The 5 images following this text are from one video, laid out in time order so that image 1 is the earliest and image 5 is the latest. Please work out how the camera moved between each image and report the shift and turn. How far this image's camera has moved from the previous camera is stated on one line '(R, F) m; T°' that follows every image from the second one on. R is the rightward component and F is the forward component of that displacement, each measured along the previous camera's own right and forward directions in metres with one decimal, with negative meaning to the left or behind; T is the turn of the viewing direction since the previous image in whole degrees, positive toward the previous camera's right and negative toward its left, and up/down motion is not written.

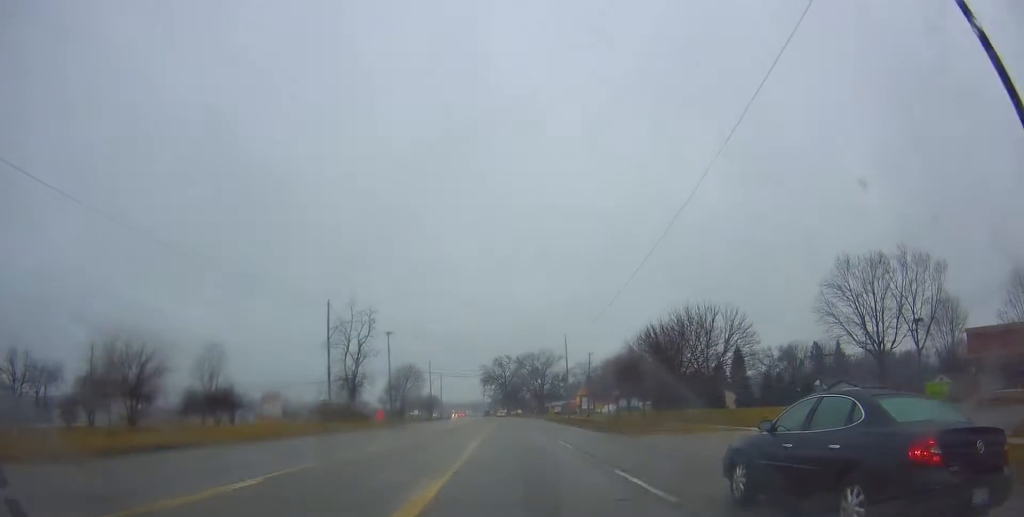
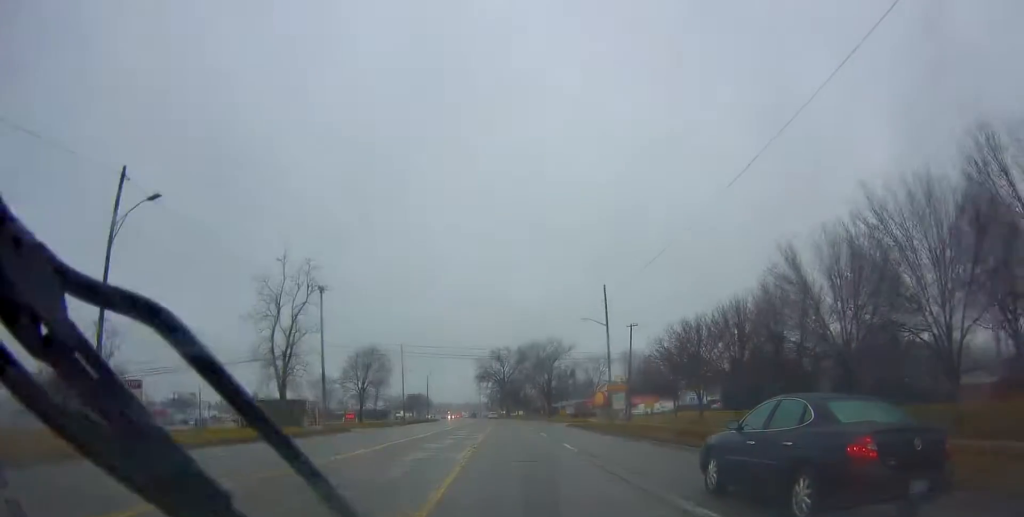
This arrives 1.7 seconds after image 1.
(0.0, +34.3) m; 0°
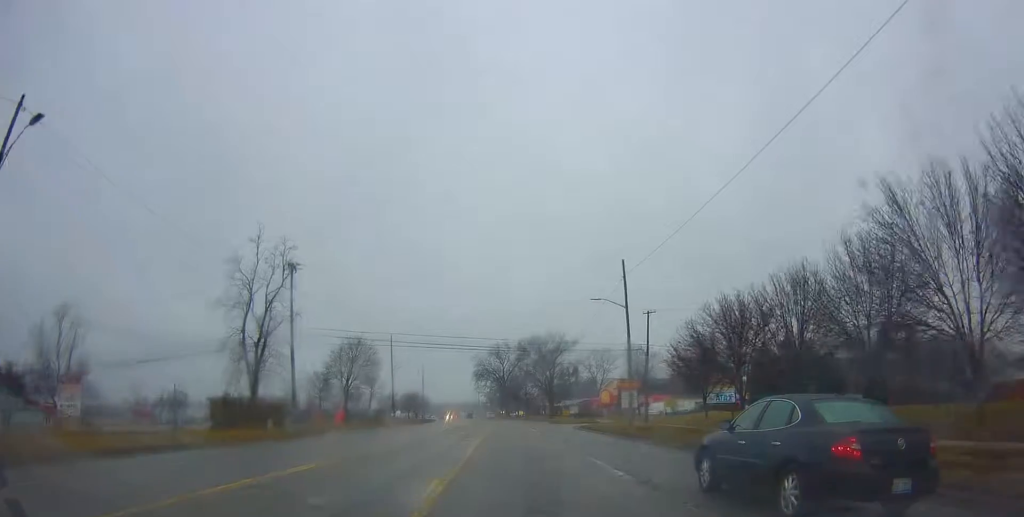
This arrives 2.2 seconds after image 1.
(0.0, +8.5) m; 0°
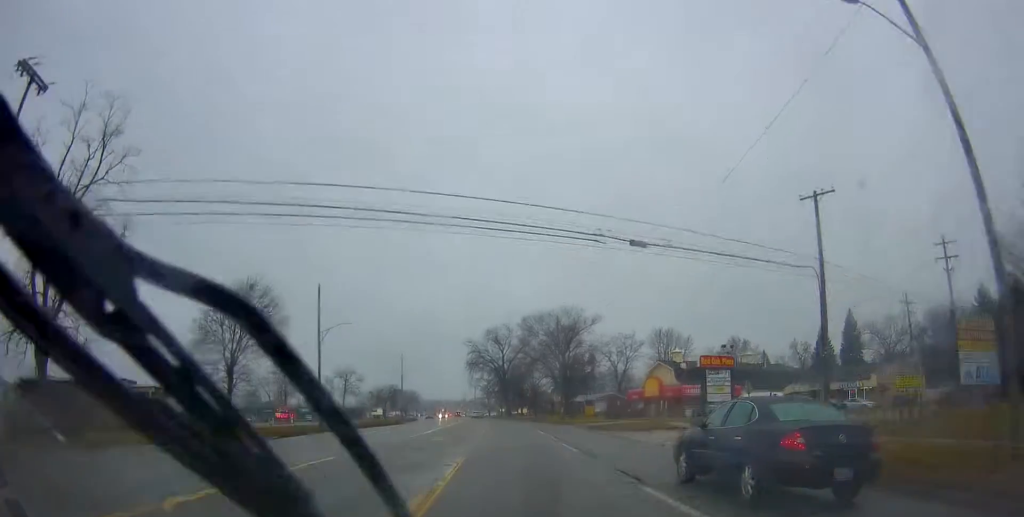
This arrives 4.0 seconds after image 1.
(-0.2, +34.9) m; 0°
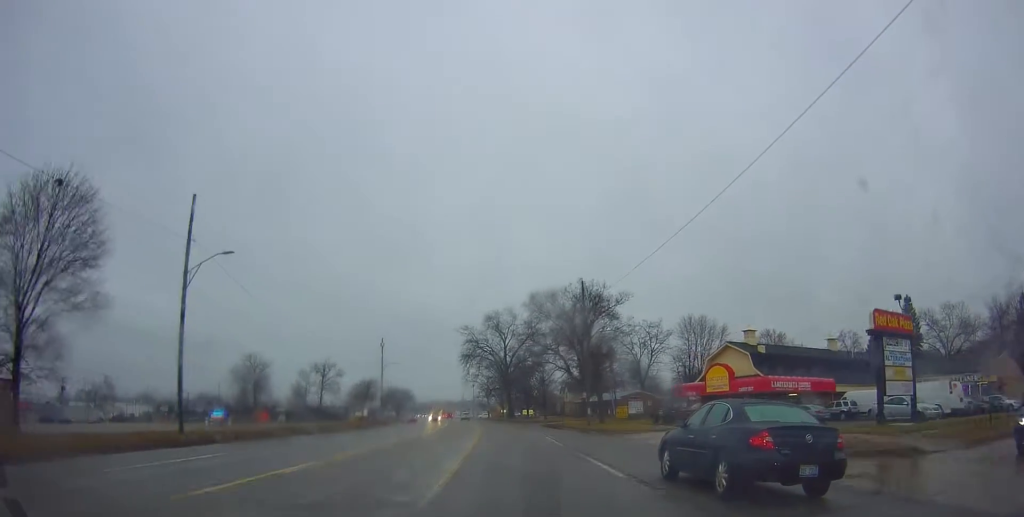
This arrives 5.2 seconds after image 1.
(+0.4, +24.2) m; 0°
